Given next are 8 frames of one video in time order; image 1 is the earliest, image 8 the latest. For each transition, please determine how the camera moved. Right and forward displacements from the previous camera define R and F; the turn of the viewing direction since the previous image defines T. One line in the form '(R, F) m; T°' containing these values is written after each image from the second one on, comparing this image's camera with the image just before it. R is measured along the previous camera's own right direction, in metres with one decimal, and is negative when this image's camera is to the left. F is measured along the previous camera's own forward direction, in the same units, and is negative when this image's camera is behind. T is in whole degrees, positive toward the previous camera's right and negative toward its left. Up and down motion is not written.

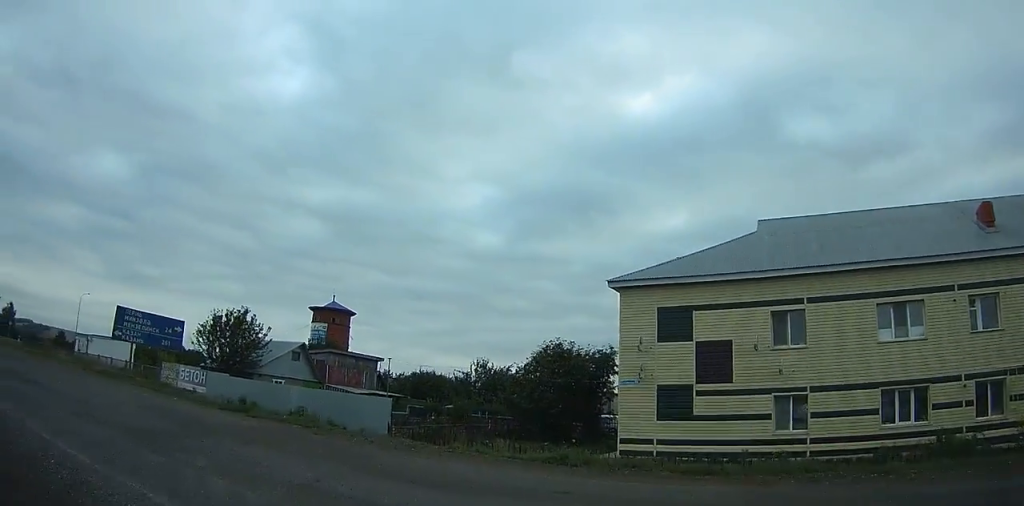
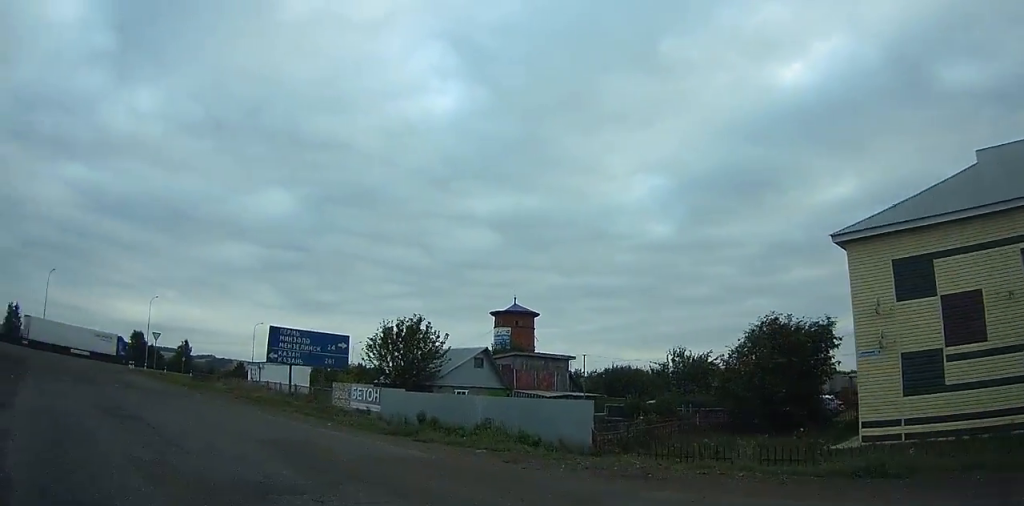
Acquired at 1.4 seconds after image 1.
(+0.2, +3.3) m; -11°
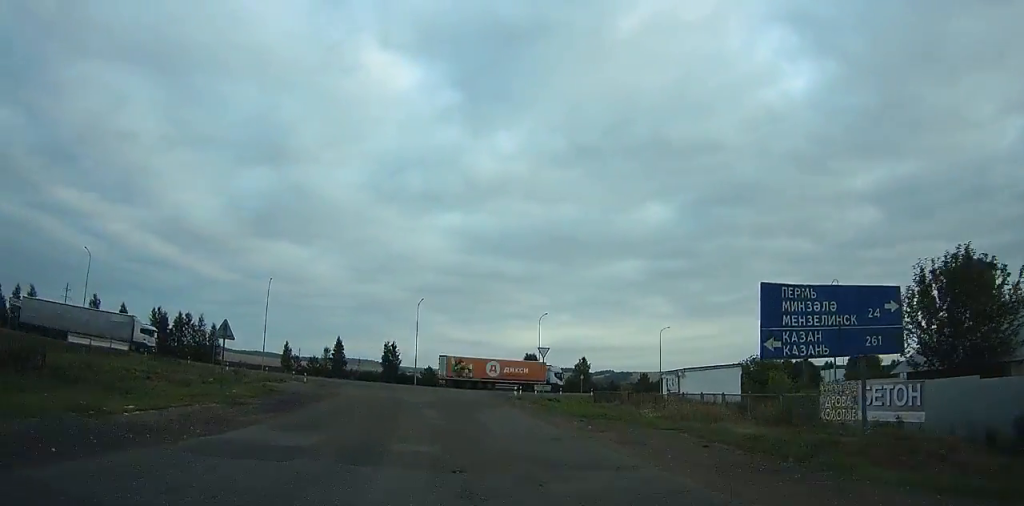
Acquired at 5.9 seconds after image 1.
(-5.2, +11.2) m; -38°
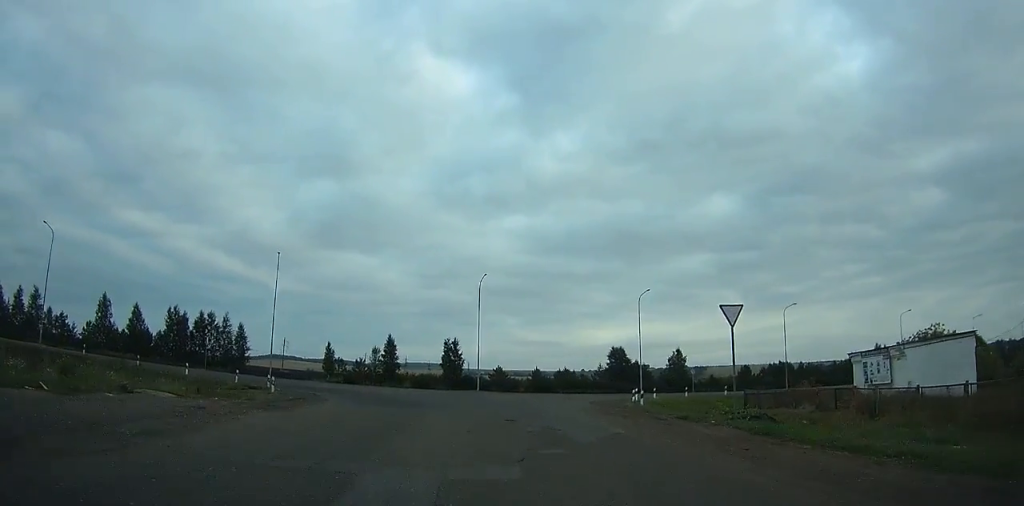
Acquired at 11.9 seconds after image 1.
(-3.8, +19.3) m; -15°
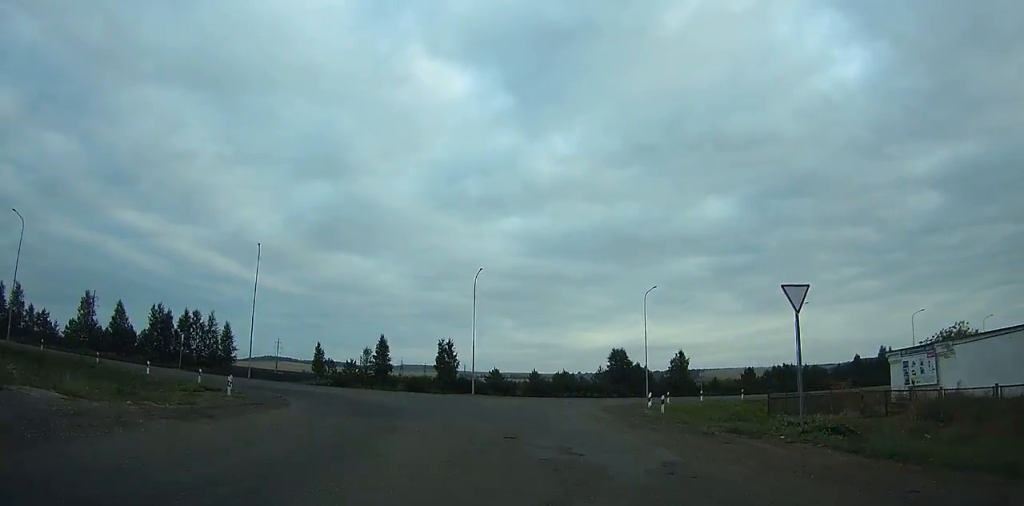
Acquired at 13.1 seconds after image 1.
(0.0, +4.2) m; -1°
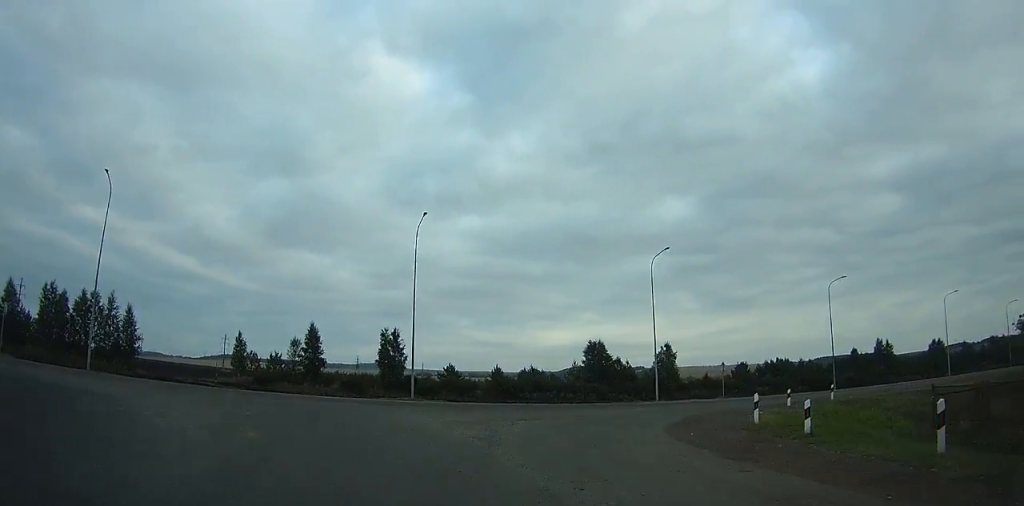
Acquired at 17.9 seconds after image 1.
(+0.1, +16.9) m; +5°
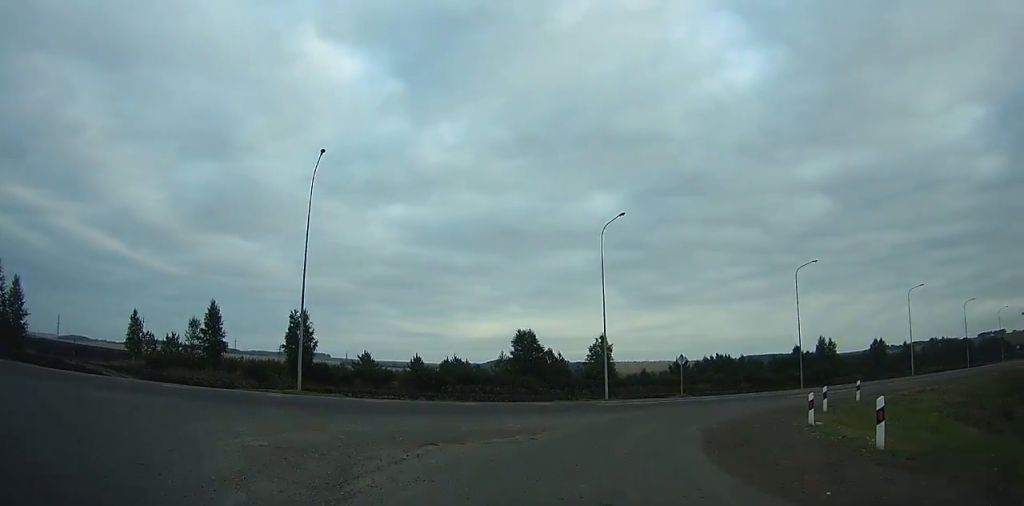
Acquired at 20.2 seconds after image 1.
(+0.3, +8.3) m; +7°
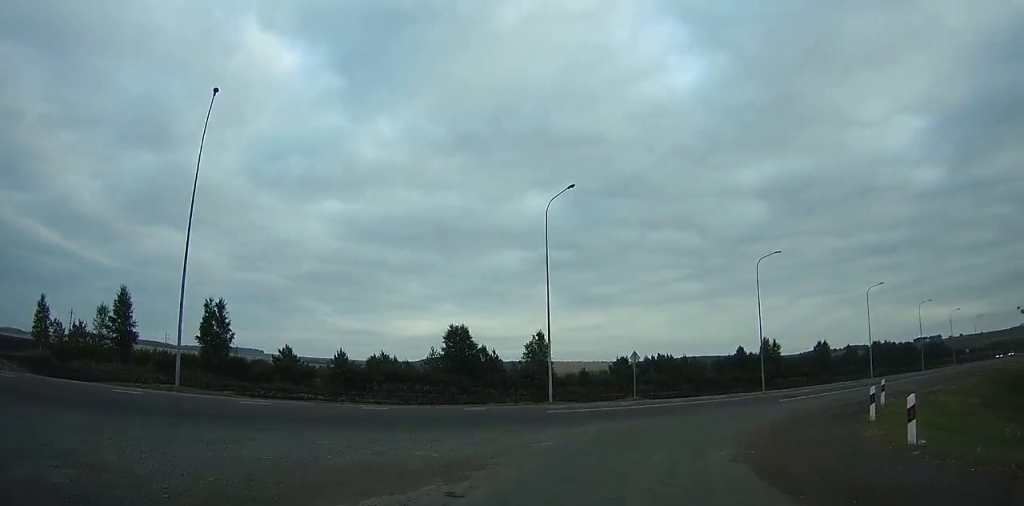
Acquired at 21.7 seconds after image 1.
(-0.1, +5.6) m; +6°
